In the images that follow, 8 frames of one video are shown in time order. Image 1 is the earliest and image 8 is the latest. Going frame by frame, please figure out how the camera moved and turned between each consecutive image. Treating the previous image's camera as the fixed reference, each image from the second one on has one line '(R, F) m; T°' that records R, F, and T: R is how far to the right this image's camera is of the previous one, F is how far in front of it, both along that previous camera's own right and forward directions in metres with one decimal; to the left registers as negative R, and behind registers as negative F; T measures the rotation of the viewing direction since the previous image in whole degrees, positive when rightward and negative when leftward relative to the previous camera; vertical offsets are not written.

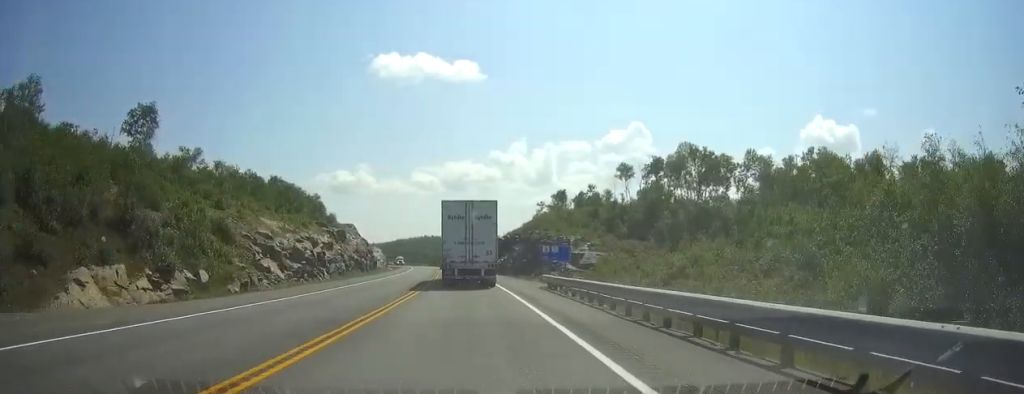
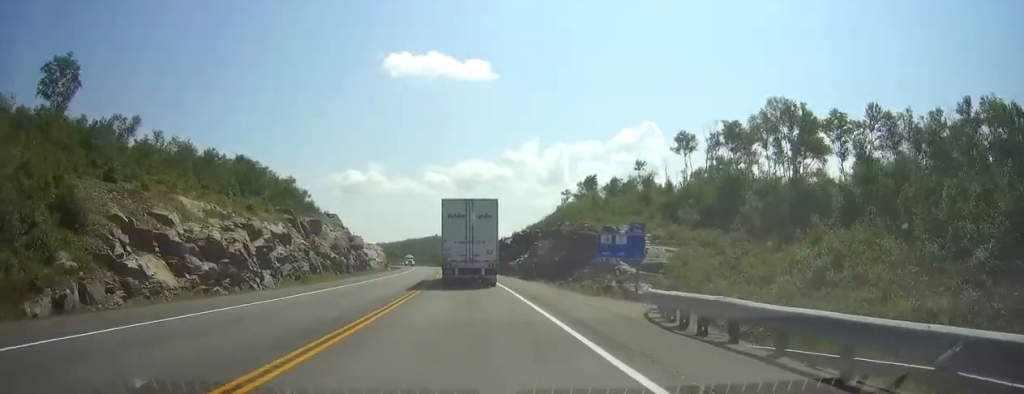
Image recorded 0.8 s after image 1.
(-0.2, +22.1) m; -1°
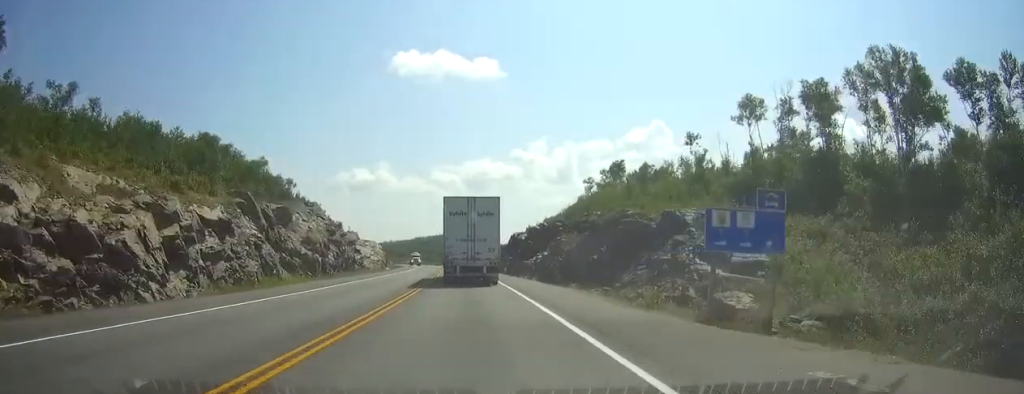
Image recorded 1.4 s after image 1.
(-0.1, +15.6) m; -1°
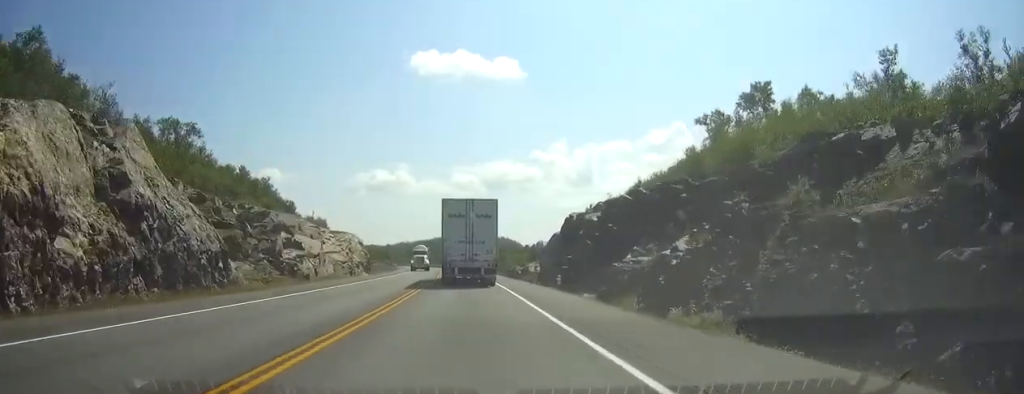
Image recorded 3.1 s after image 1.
(-0.8, +46.6) m; -2°
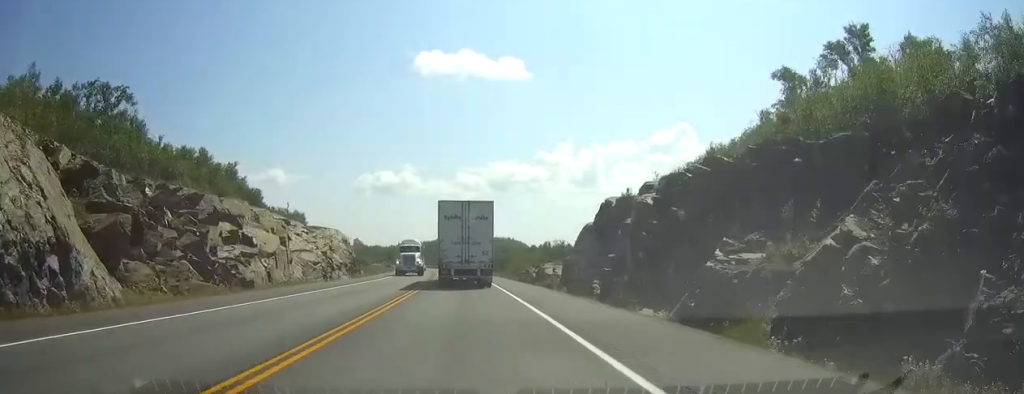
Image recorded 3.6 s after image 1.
(-0.1, +15.4) m; 0°
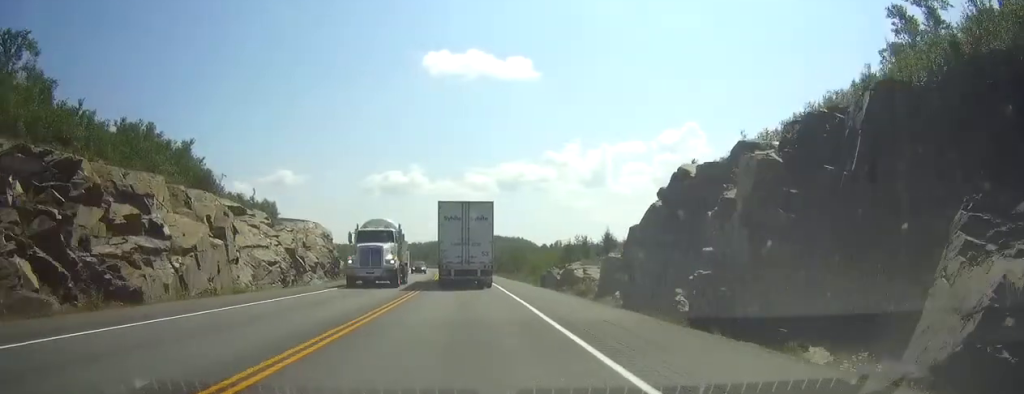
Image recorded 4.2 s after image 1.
(0.0, +15.4) m; 0°
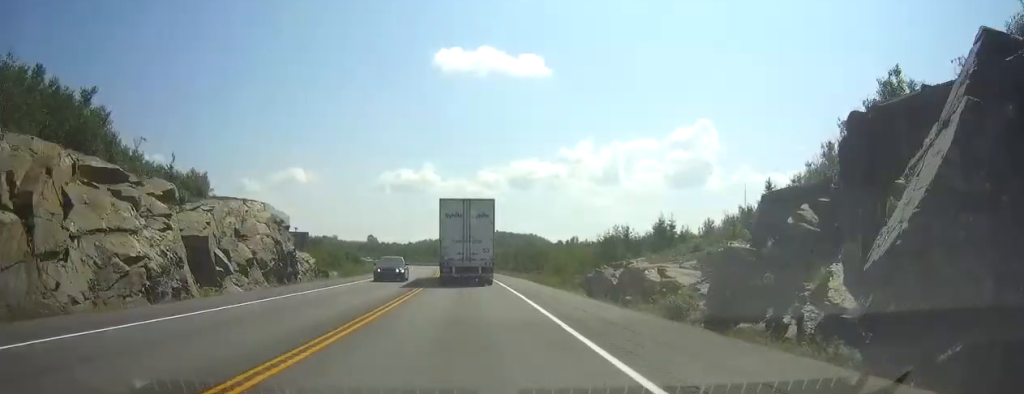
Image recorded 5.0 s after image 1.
(-0.1, +20.8) m; -1°
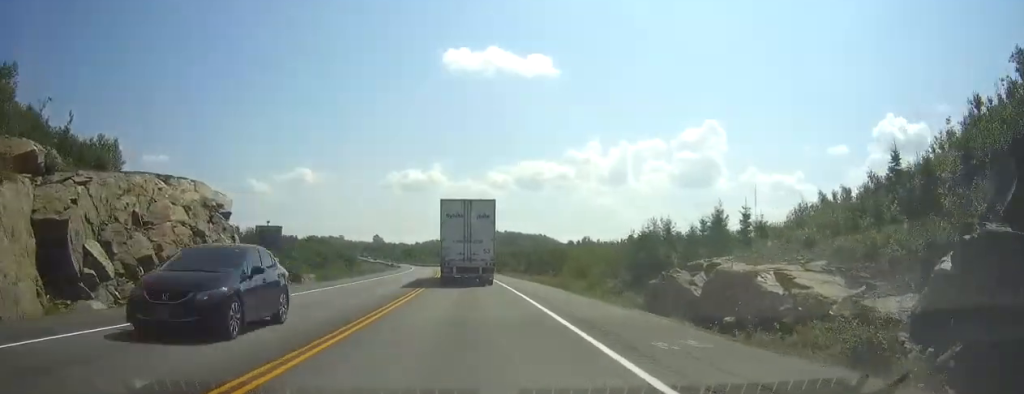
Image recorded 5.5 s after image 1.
(-0.1, +14.4) m; -1°
